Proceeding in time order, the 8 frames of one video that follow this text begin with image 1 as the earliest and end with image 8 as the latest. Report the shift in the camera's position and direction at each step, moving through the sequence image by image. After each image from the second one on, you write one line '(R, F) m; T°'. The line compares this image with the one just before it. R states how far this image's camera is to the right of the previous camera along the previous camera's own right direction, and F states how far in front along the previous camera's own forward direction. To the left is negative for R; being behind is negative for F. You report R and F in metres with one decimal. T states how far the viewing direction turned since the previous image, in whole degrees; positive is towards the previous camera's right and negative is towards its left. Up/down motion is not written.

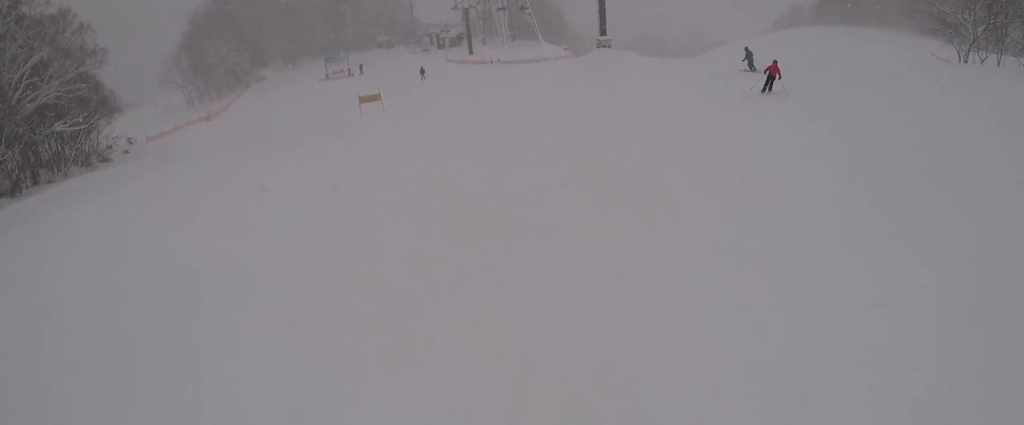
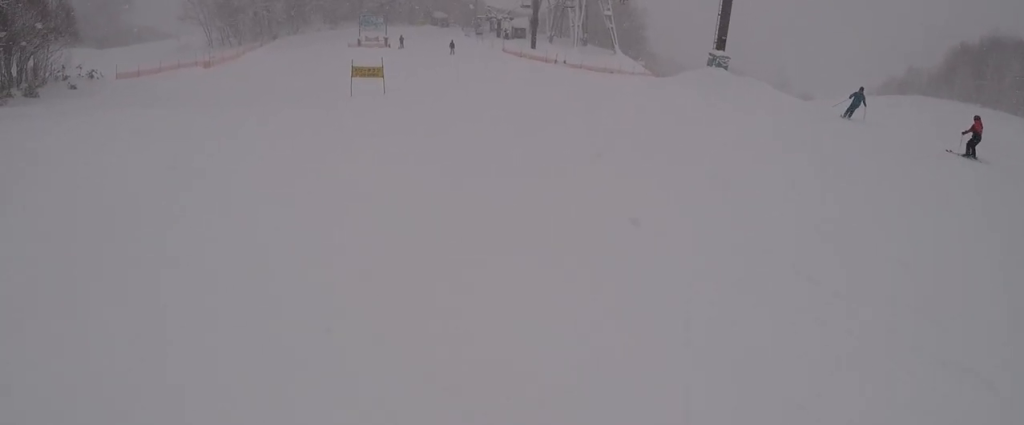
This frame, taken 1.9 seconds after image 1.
(-0.1, +15.1) m; -3°
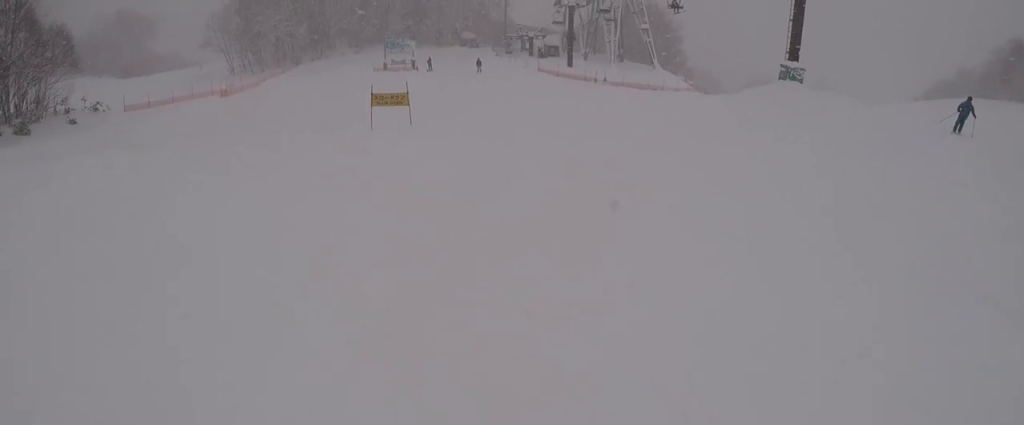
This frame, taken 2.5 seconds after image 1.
(-0.2, +5.1) m; 0°
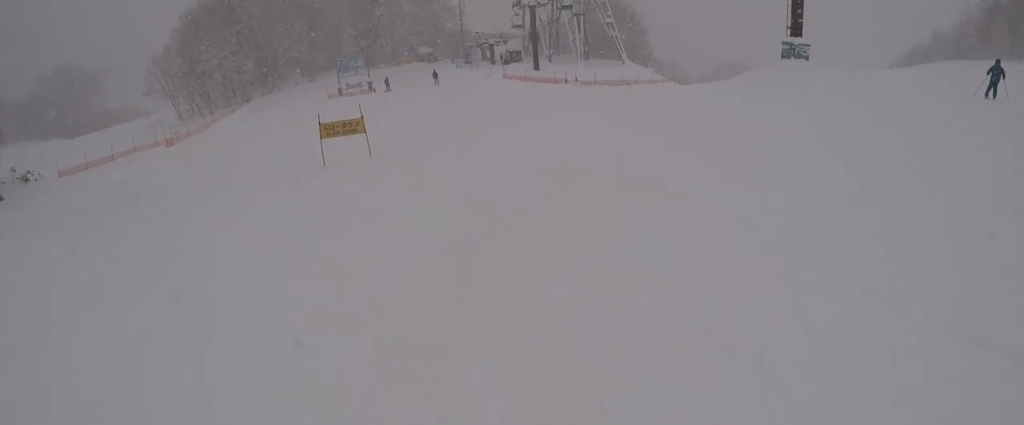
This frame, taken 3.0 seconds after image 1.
(-0.1, +3.9) m; 0°
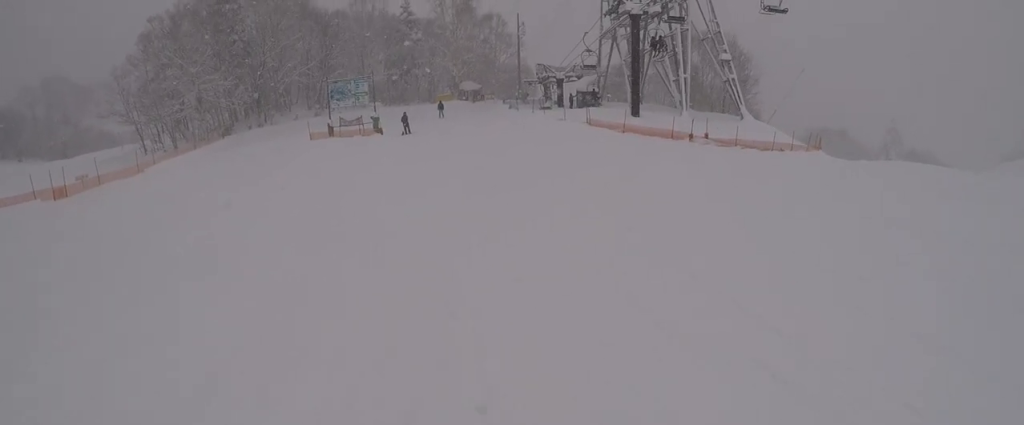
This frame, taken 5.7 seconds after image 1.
(+0.2, +22.8) m; 0°
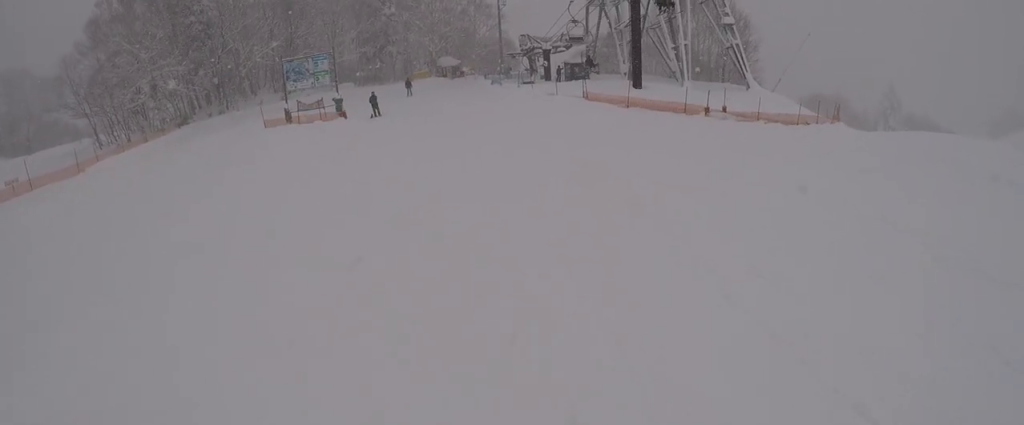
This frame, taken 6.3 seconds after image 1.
(-0.1, +5.3) m; -5°
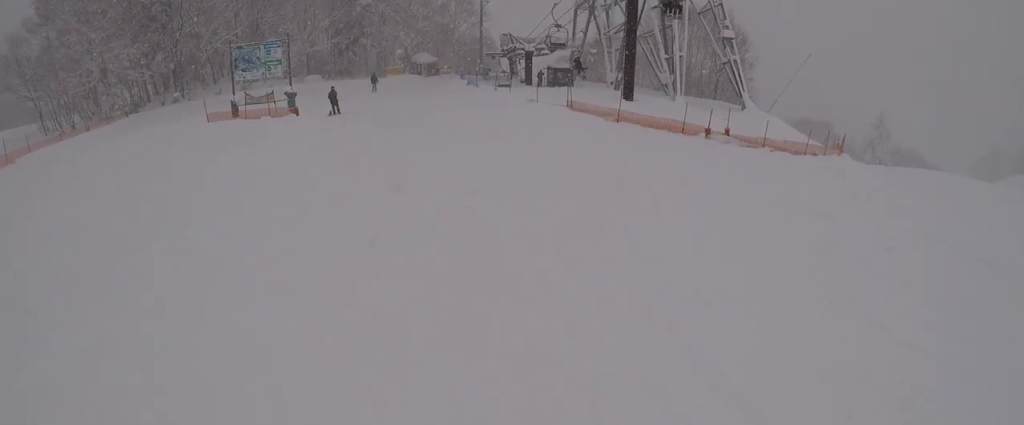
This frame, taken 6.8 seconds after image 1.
(+0.2, +3.9) m; -5°
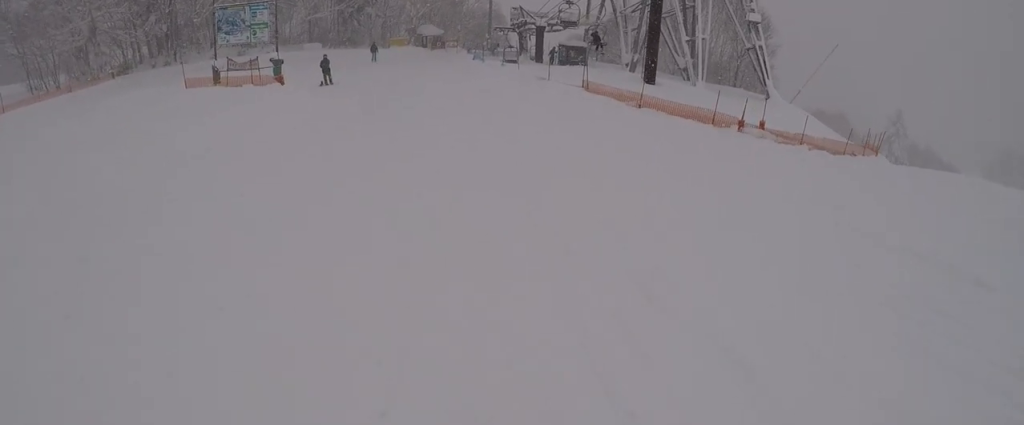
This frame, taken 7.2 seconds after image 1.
(-0.5, +3.0) m; +1°
